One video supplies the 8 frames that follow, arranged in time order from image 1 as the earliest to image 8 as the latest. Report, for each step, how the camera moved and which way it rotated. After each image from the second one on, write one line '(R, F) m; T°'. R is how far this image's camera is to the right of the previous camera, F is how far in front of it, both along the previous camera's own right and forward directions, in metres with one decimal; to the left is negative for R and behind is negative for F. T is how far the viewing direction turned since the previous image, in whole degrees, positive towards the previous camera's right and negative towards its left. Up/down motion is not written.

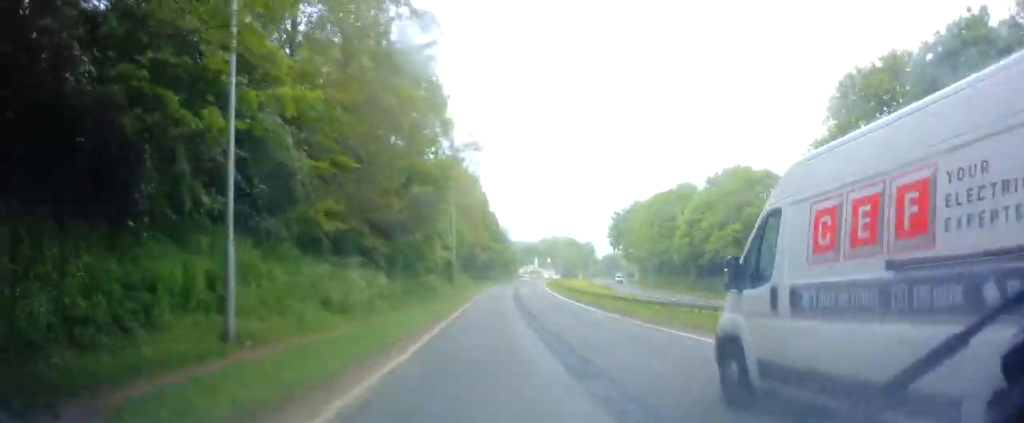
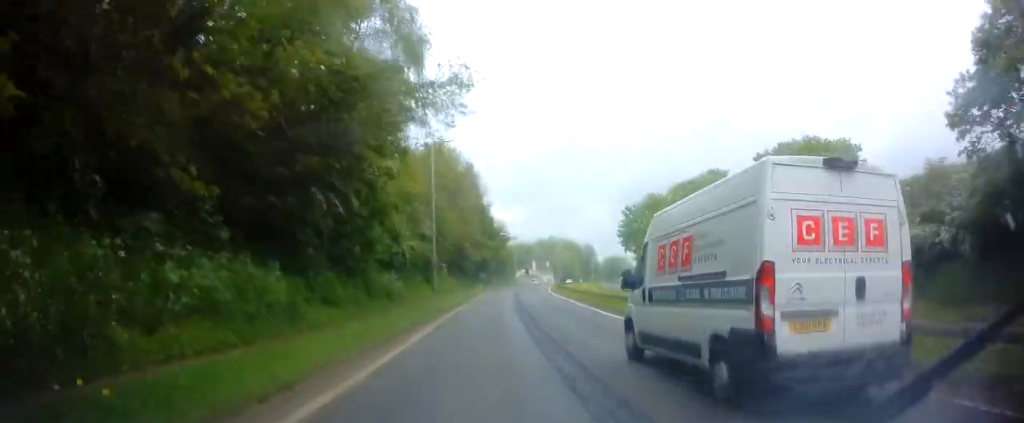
(+0.2, +15.5) m; +1°
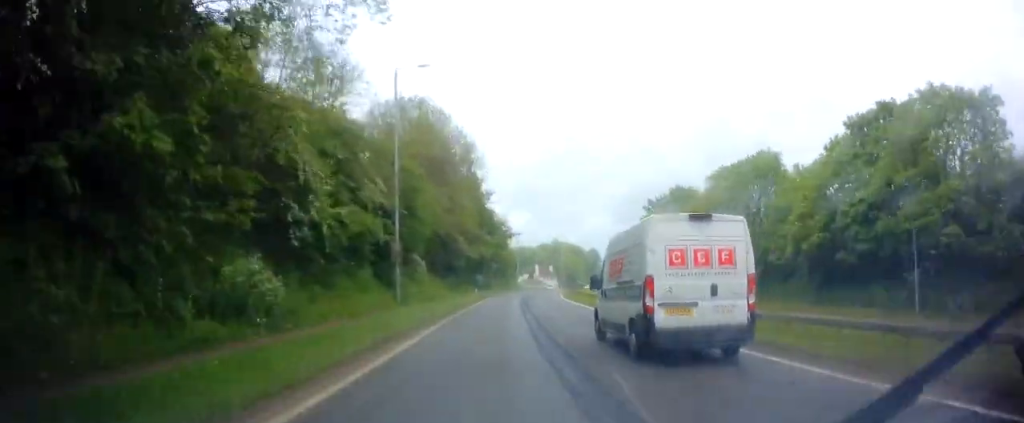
(0.0, +16.6) m; 0°
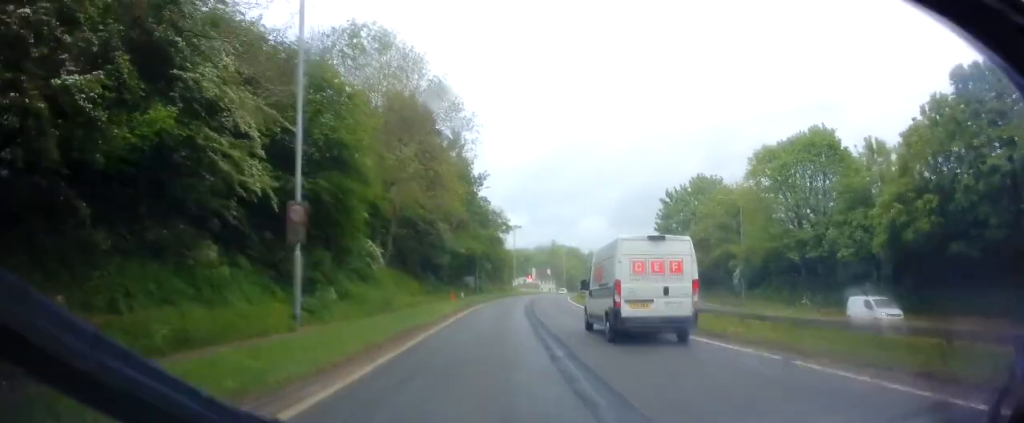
(-0.2, +13.4) m; +1°
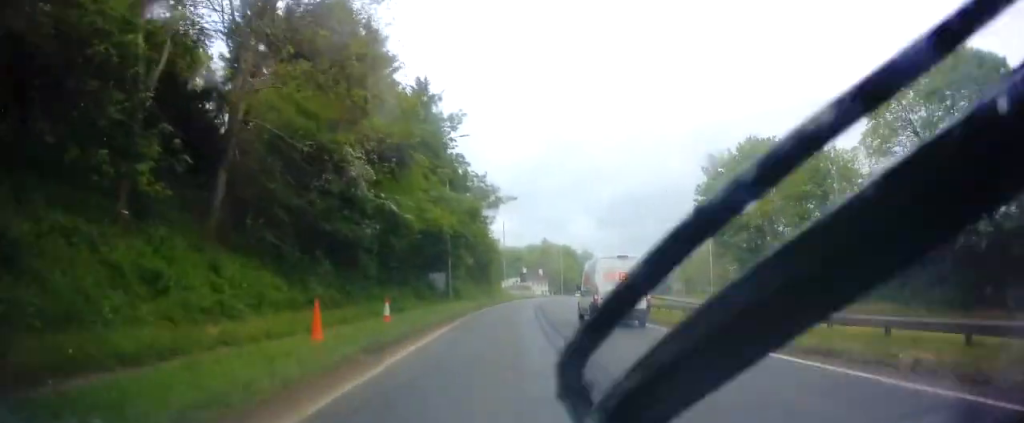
(+0.7, +23.3) m; +2°
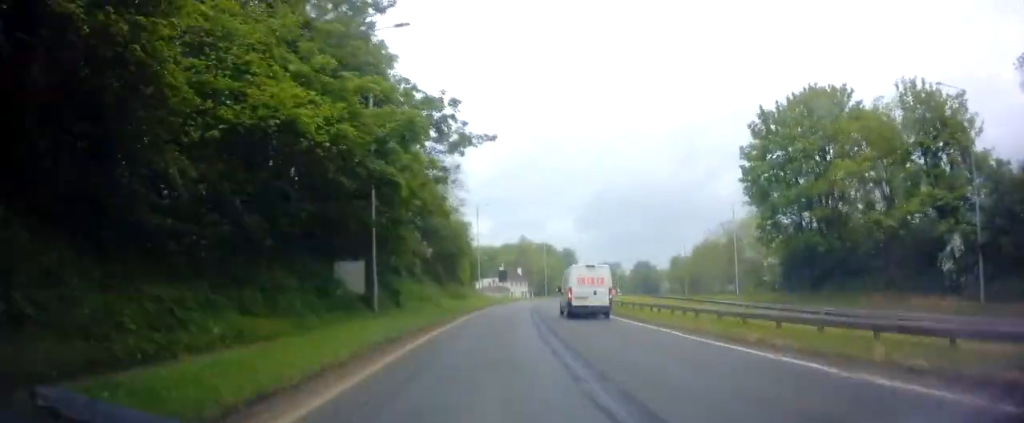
(0.0, +19.0) m; 0°
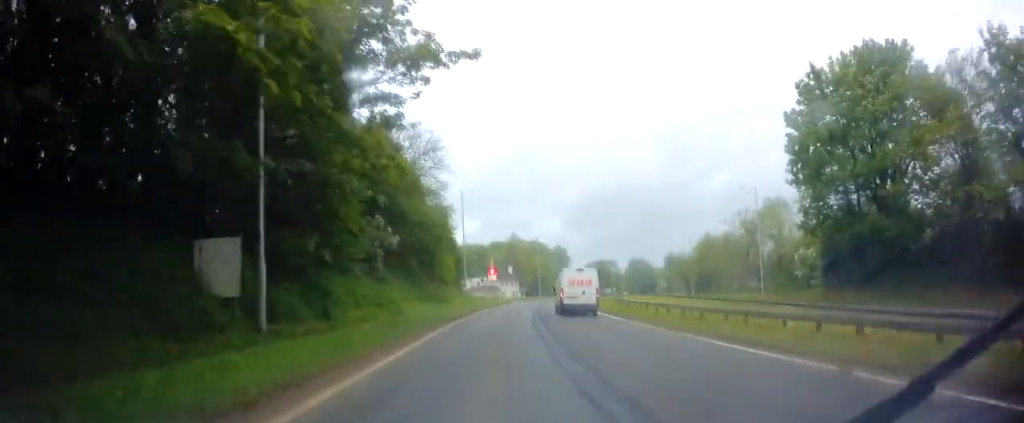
(0.0, +10.1) m; +1°
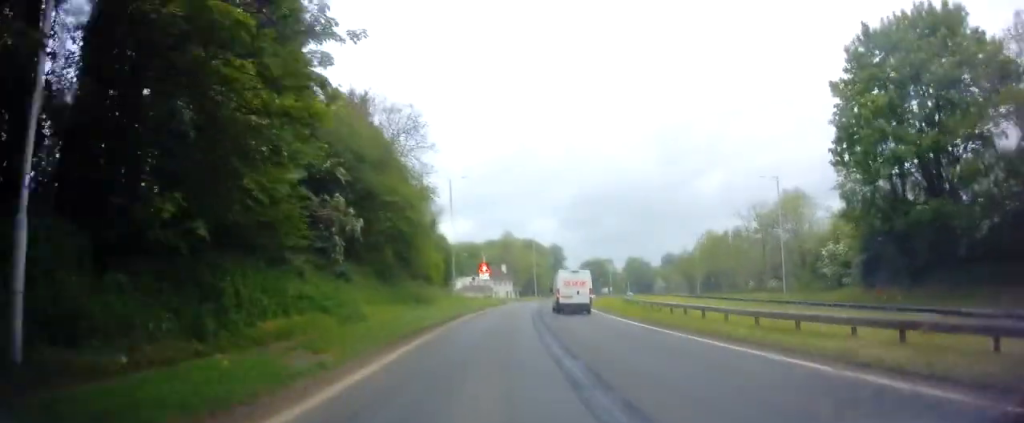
(-0.1, +7.1) m; +1°
